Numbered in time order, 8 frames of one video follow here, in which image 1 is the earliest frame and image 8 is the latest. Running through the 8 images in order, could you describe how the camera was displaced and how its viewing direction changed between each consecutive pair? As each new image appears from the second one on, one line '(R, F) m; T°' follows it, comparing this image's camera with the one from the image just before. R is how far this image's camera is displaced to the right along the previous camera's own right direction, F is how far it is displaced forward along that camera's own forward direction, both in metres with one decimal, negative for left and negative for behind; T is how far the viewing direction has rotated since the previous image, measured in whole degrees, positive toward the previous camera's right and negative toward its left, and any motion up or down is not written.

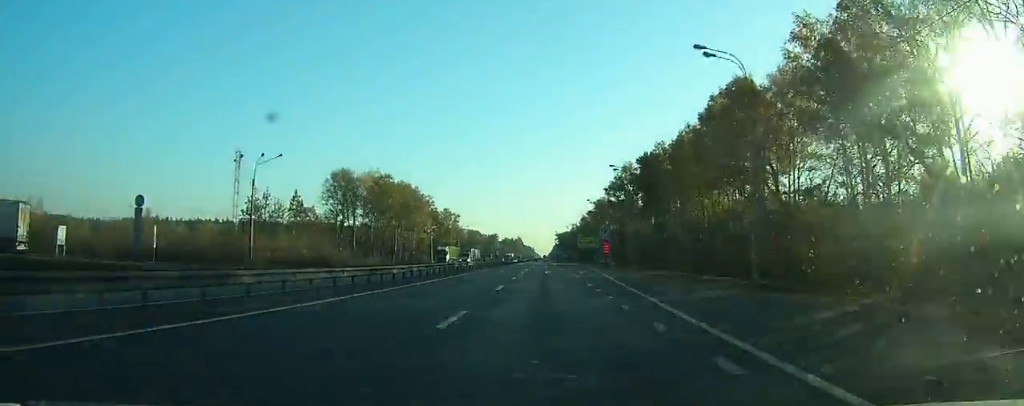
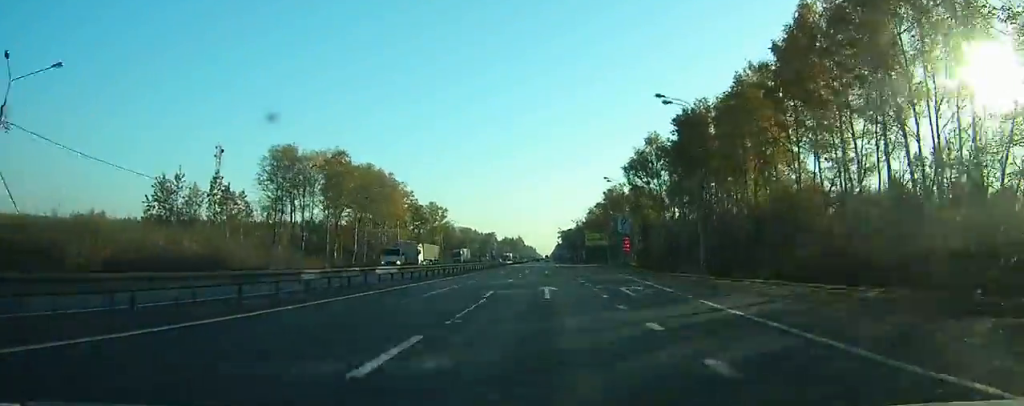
(-0.3, +28.1) m; -1°
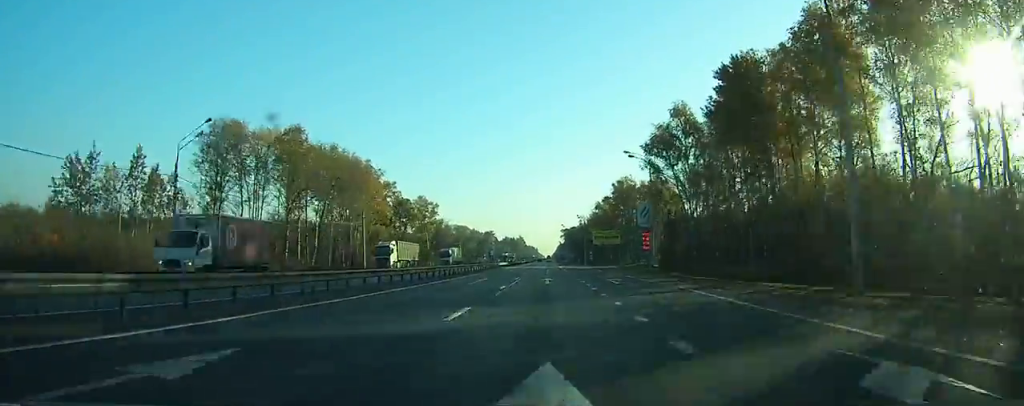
(-0.1, +18.3) m; 0°
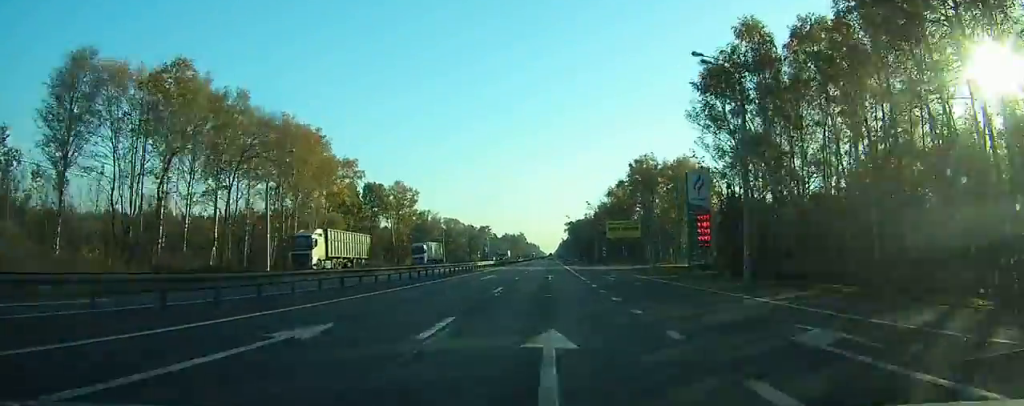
(0.0, +26.6) m; 0°
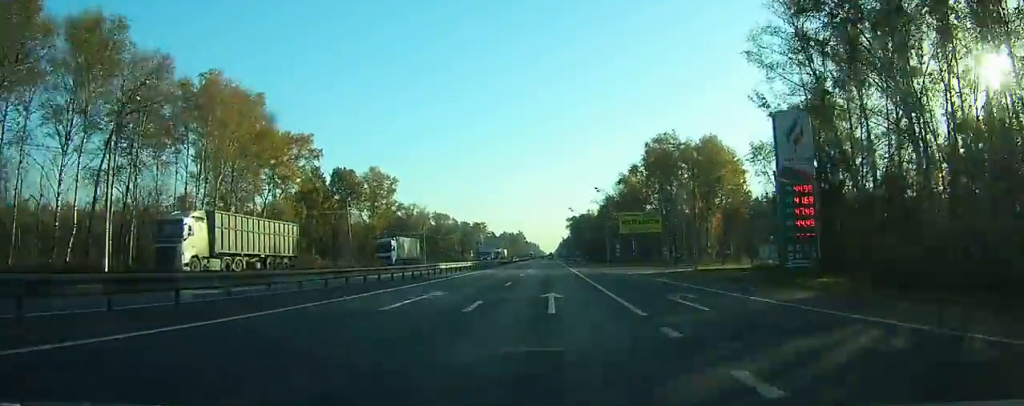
(0.0, +19.6) m; 0°
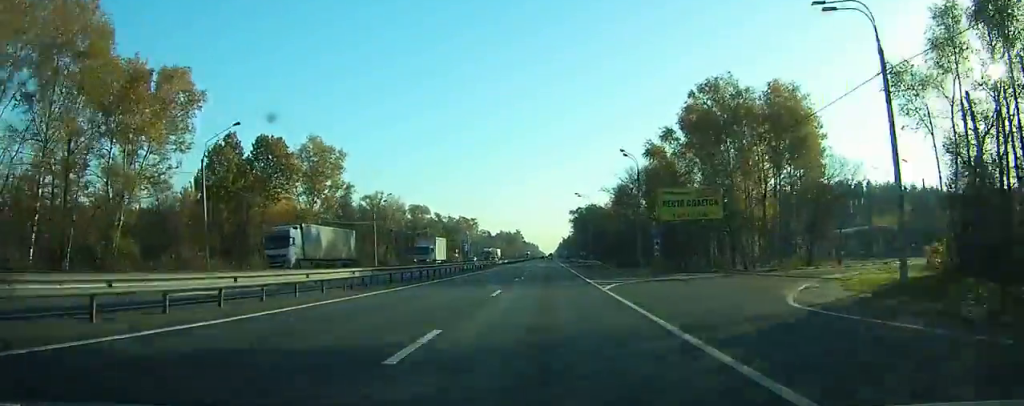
(0.0, +30.6) m; 0°
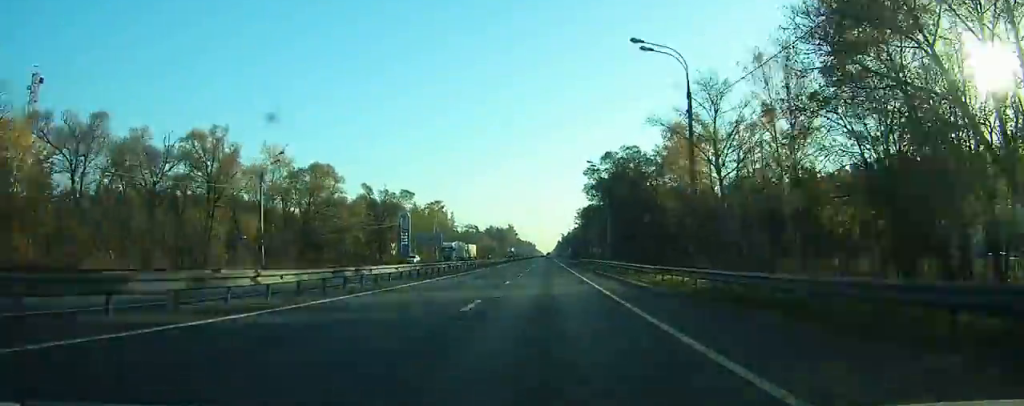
(+0.1, +66.2) m; 0°
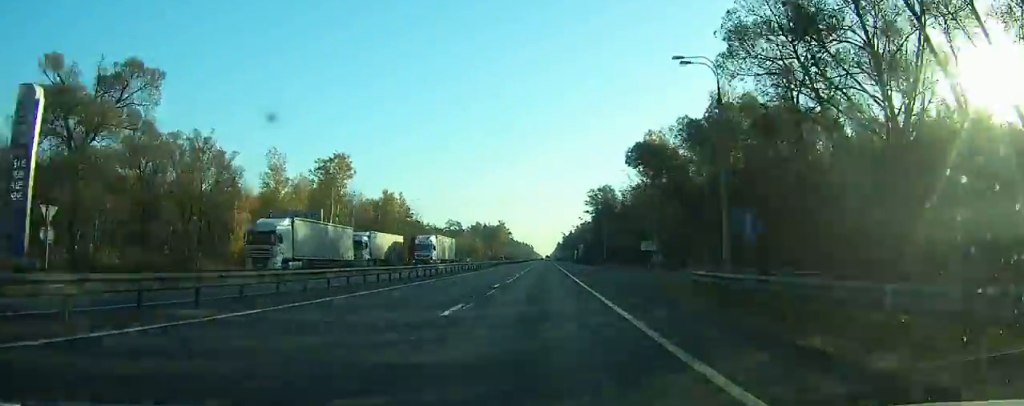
(-0.1, +72.7) m; 0°
